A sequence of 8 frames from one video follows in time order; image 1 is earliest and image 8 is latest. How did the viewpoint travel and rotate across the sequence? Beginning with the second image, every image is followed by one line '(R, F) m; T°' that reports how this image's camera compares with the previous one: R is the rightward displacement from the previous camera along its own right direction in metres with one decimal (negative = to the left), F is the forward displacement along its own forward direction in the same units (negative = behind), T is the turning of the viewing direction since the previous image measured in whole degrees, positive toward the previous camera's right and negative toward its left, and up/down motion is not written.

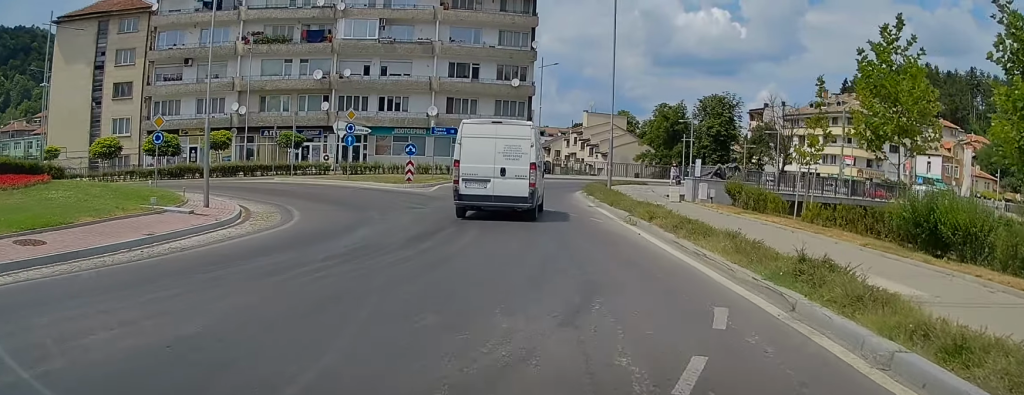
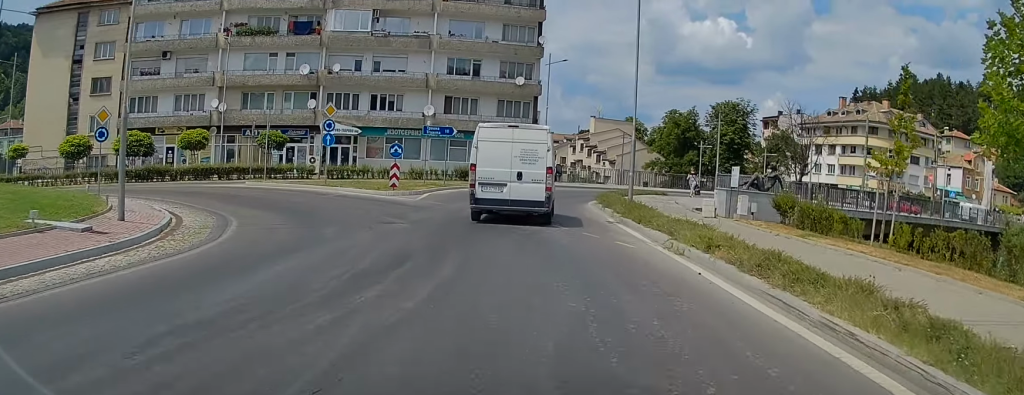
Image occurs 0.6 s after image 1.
(-0.1, +4.8) m; -2°
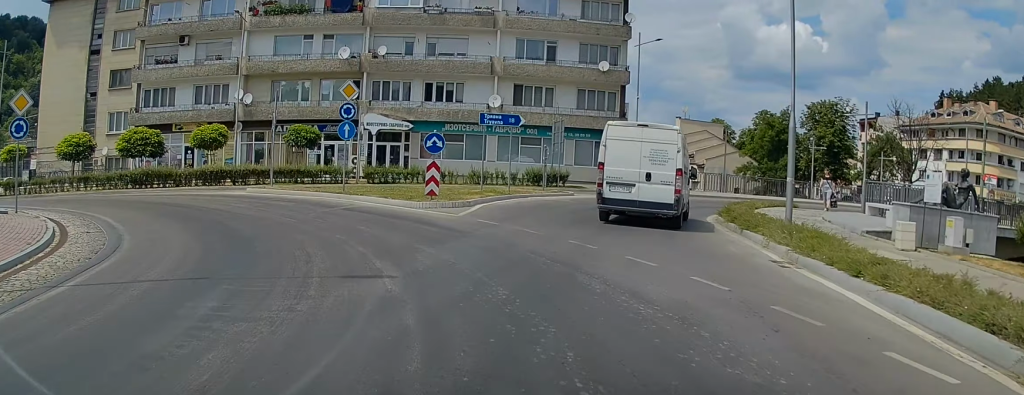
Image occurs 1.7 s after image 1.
(-0.4, +8.7) m; -7°
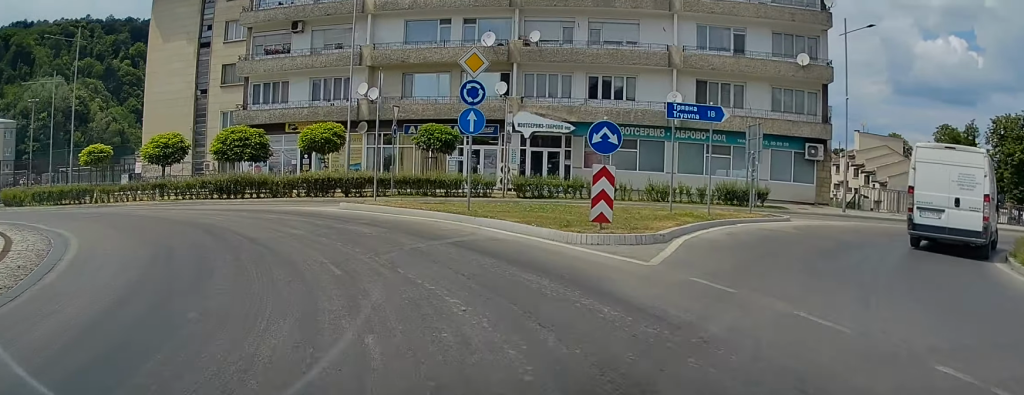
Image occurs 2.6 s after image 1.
(-0.5, +7.6) m; -13°
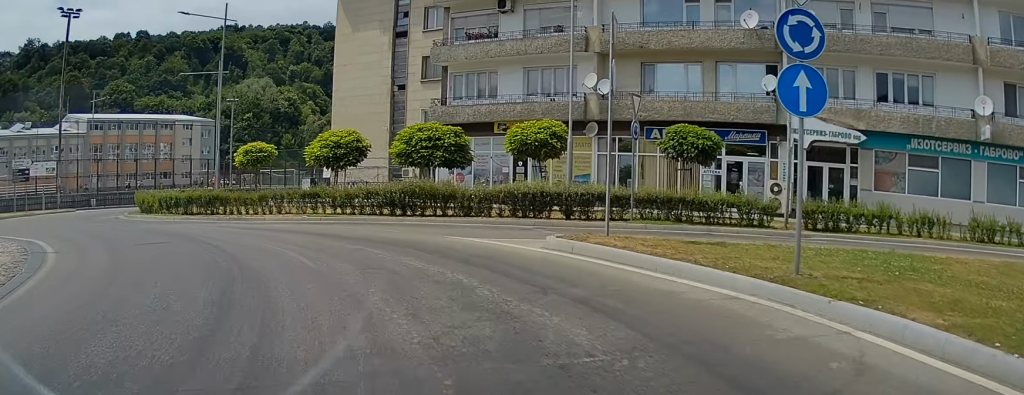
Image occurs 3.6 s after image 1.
(-1.3, +8.0) m; -18°
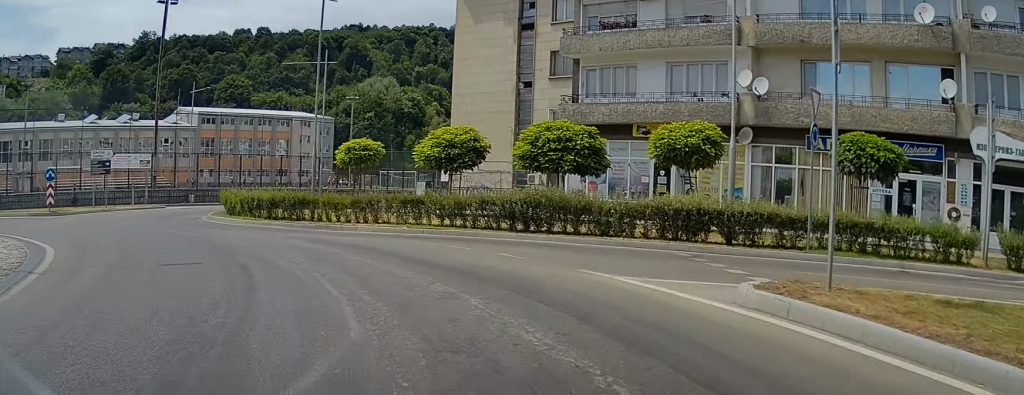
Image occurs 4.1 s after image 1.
(0.0, +4.2) m; -10°
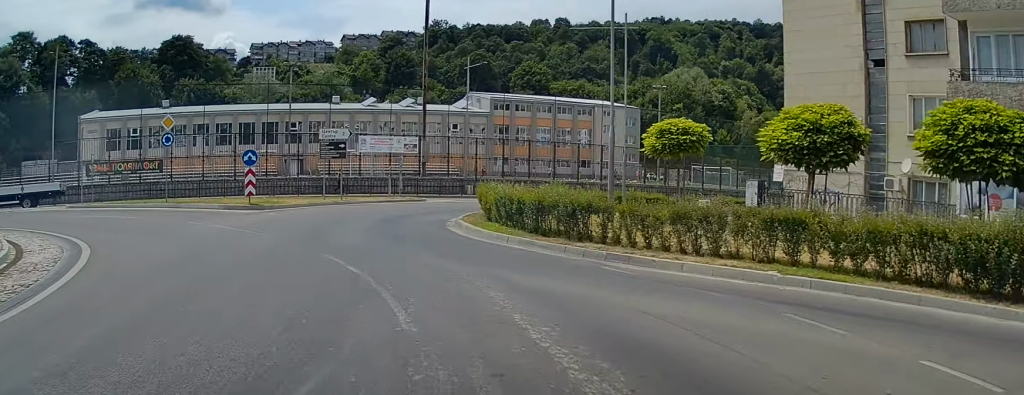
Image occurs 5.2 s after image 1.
(-1.9, +8.9) m; -24°
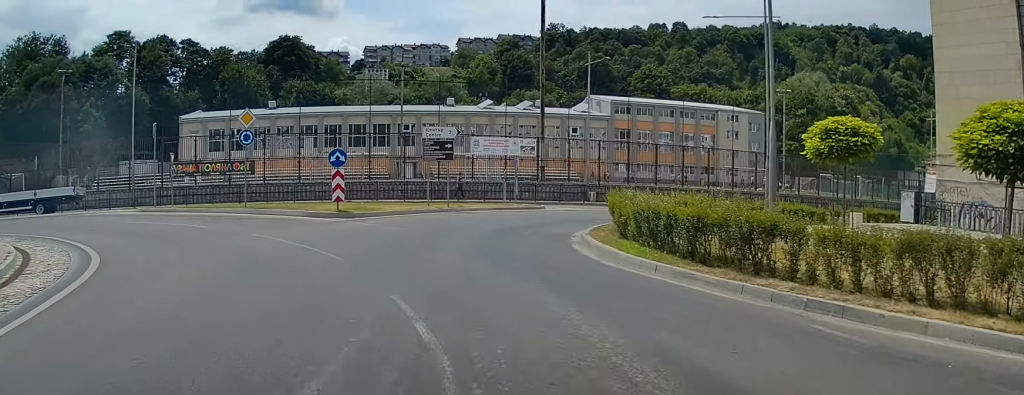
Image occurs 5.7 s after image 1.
(-0.6, +3.8) m; -6°
